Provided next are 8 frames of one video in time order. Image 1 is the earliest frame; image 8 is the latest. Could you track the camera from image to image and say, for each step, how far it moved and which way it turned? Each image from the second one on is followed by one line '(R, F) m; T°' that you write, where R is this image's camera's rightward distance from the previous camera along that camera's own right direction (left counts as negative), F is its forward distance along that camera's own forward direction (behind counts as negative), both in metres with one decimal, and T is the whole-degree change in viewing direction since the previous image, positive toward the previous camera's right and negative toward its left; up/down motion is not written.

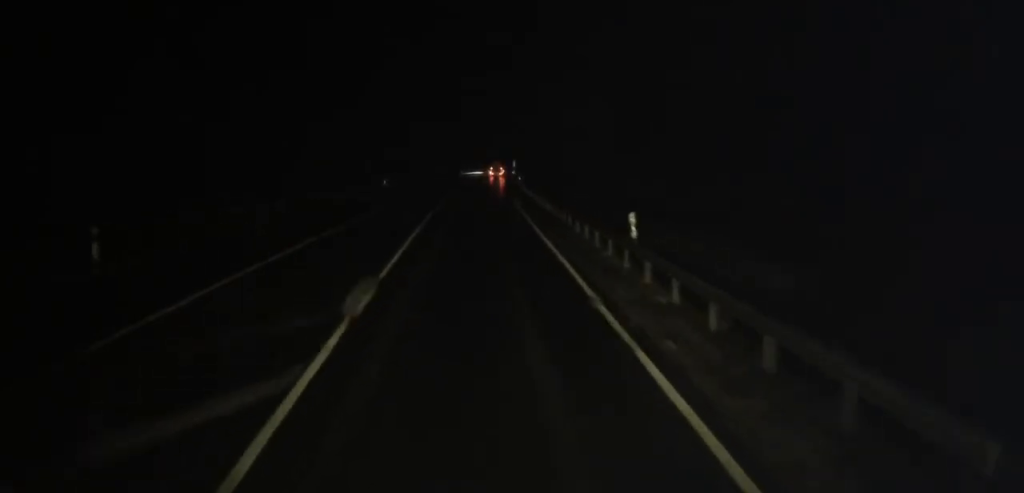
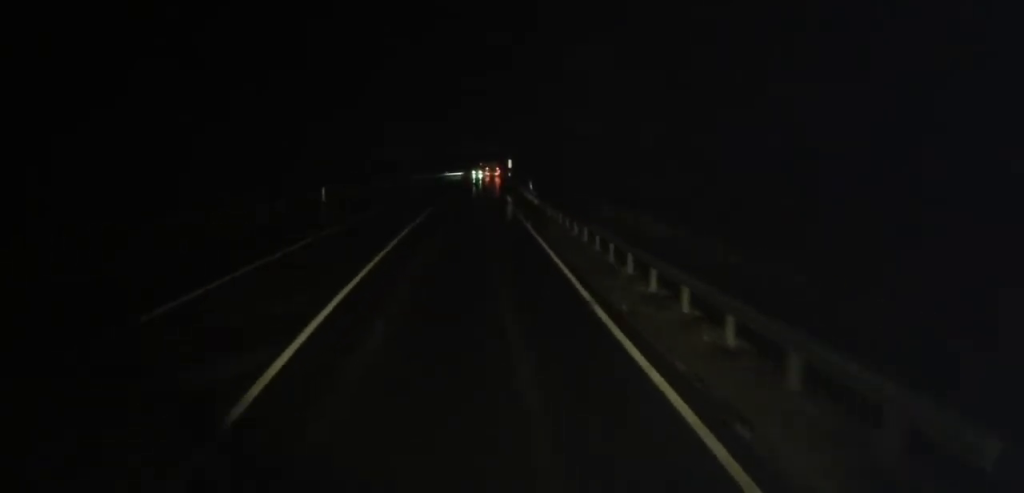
(-0.2, +22.8) m; 0°
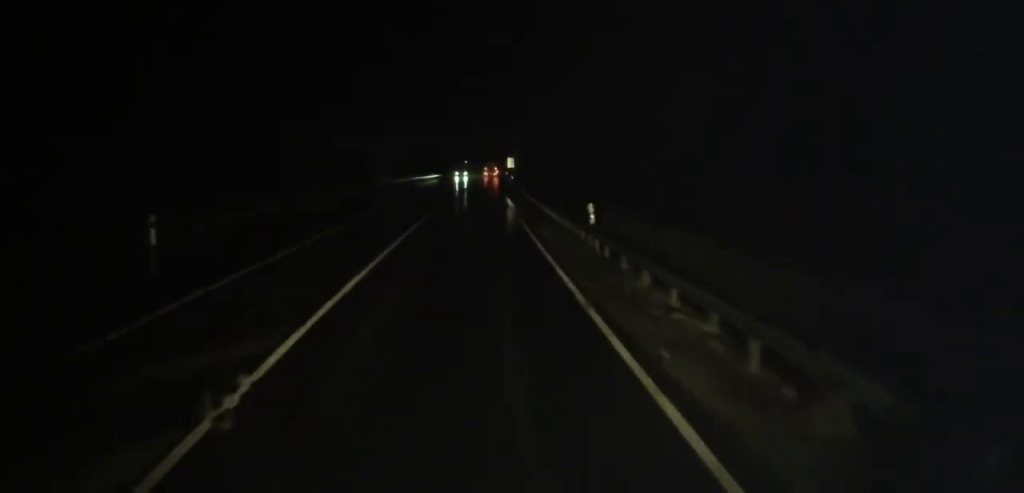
(+0.2, +23.3) m; +1°
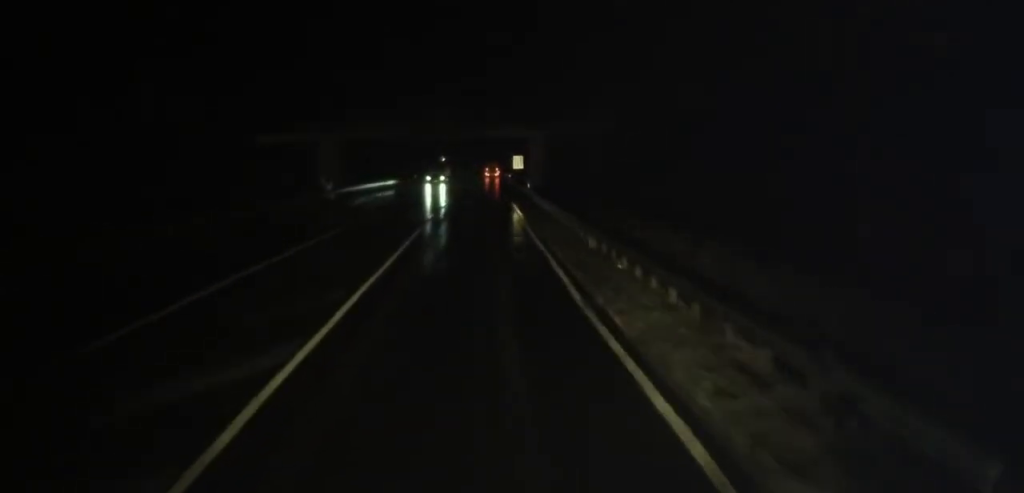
(+0.5, +25.6) m; +1°
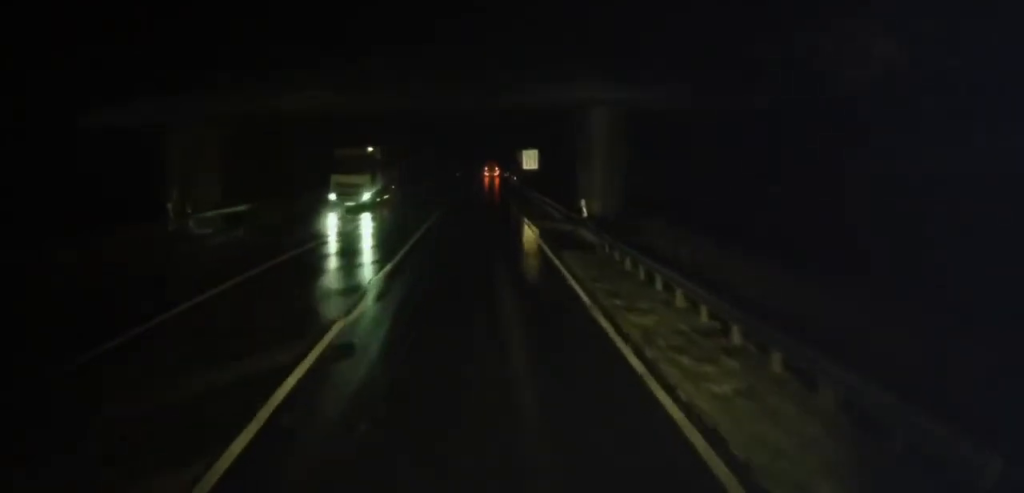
(-0.3, +23.9) m; +1°
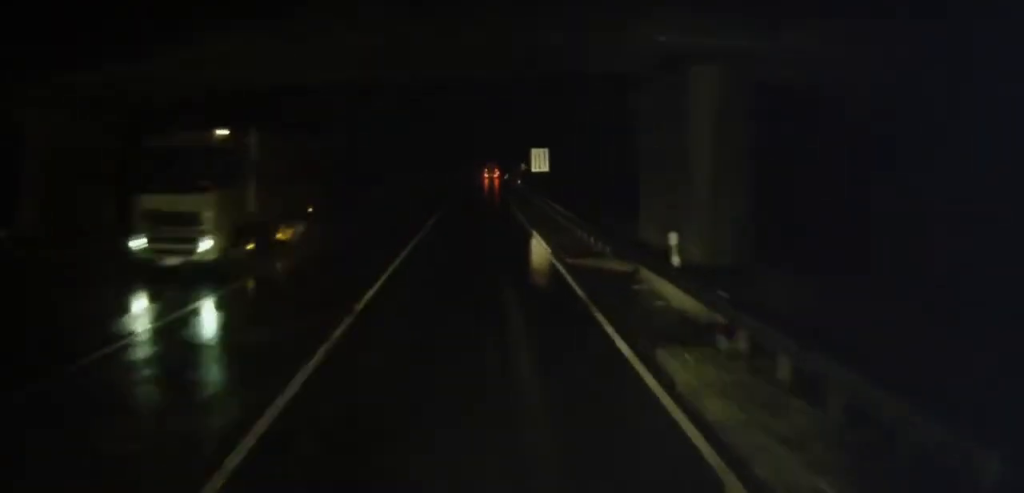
(+0.3, +9.4) m; +1°
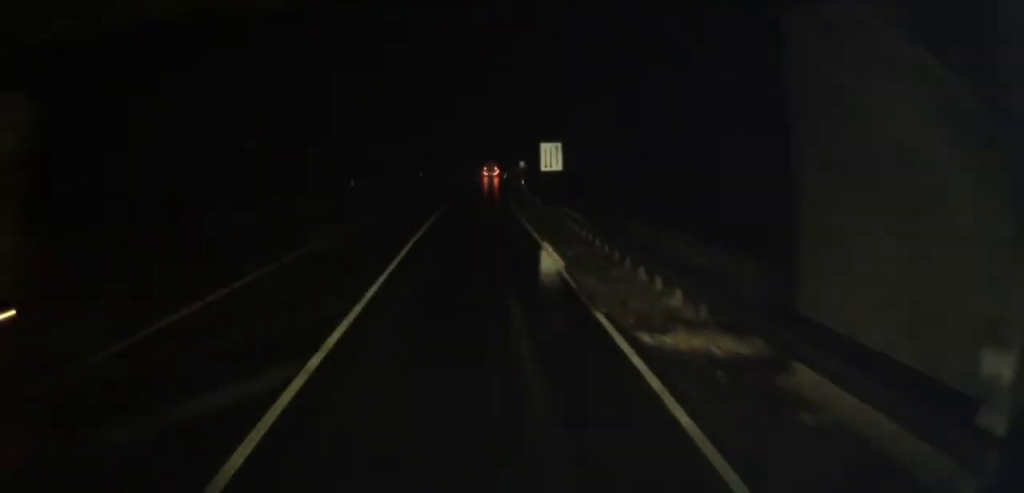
(+0.1, +7.6) m; +1°
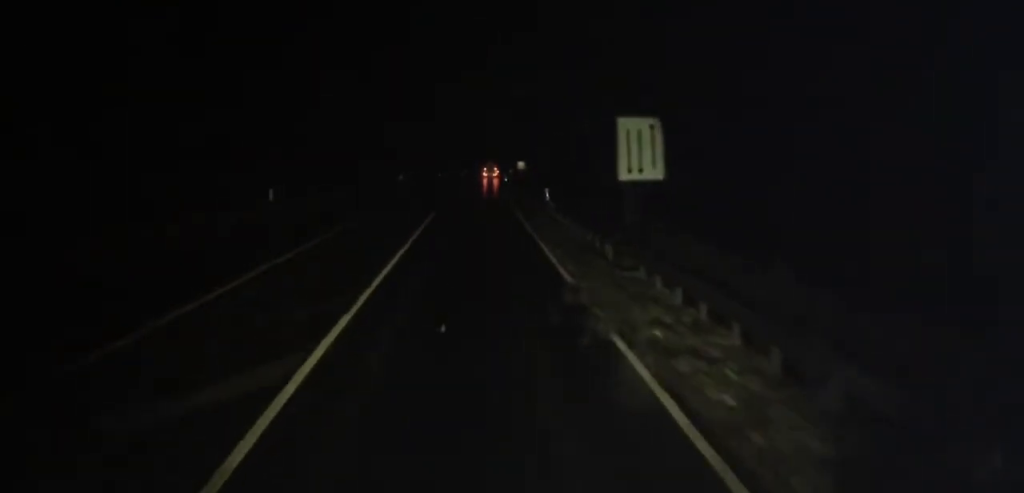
(-0.1, +19.8) m; 0°
